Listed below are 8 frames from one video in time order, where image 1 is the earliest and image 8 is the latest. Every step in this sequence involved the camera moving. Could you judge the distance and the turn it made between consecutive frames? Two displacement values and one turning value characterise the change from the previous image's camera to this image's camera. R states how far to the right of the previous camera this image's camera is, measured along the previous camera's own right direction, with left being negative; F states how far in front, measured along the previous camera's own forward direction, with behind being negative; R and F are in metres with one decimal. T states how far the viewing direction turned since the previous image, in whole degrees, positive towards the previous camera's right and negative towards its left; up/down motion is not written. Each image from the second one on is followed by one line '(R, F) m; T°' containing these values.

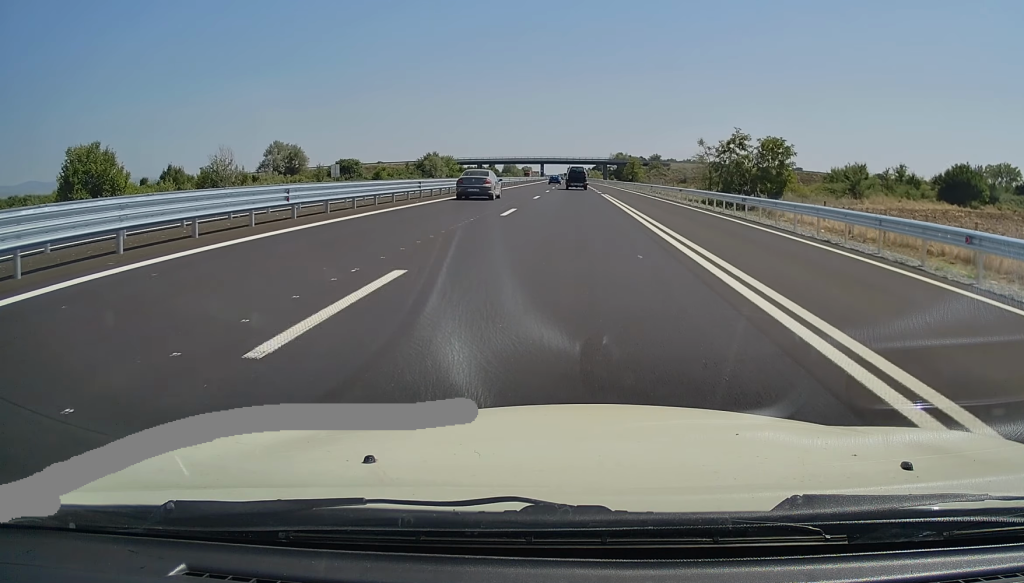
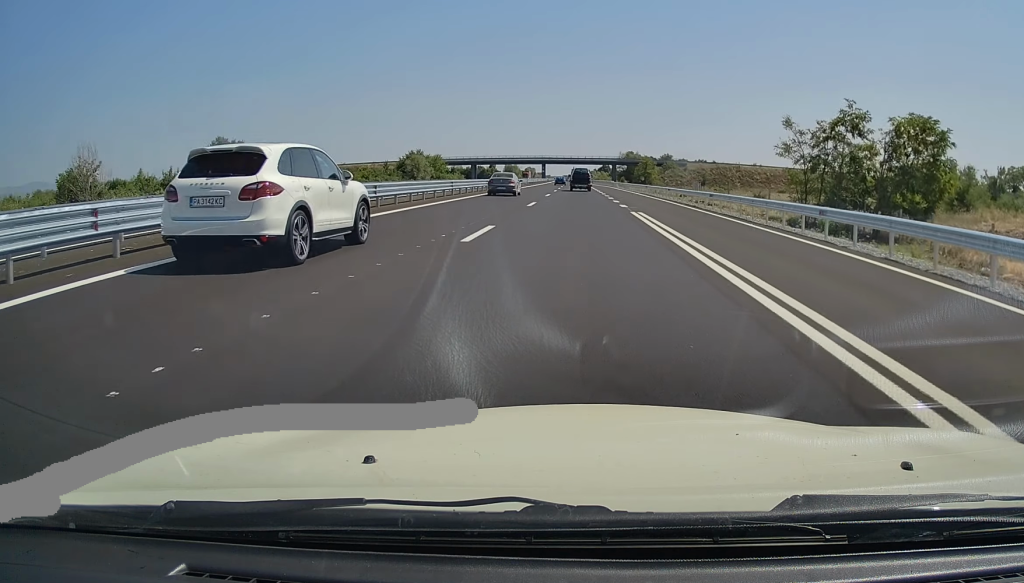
(+0.3, +24.3) m; 0°
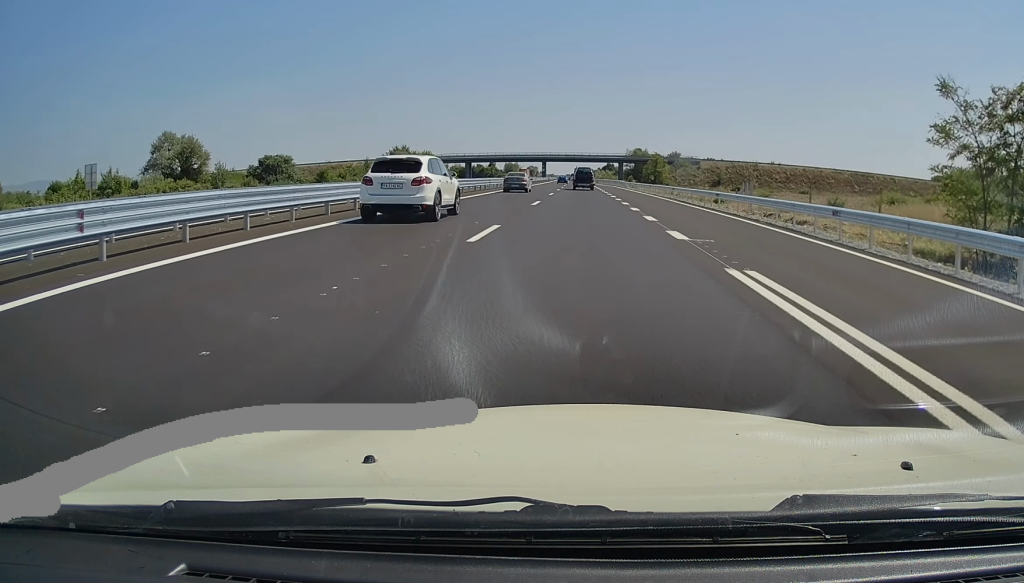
(-0.2, +16.5) m; -1°
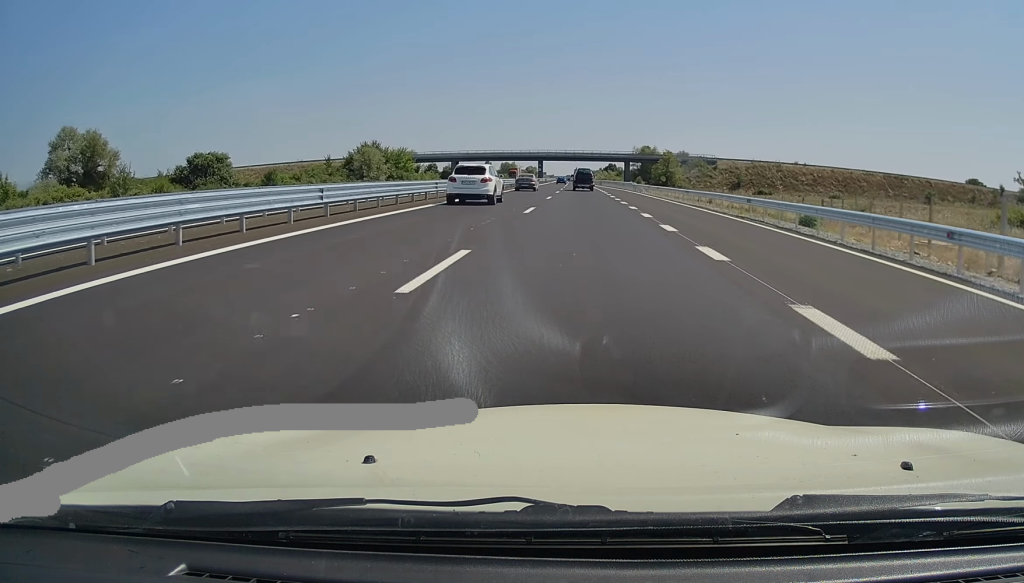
(-0.1, +21.7) m; 0°
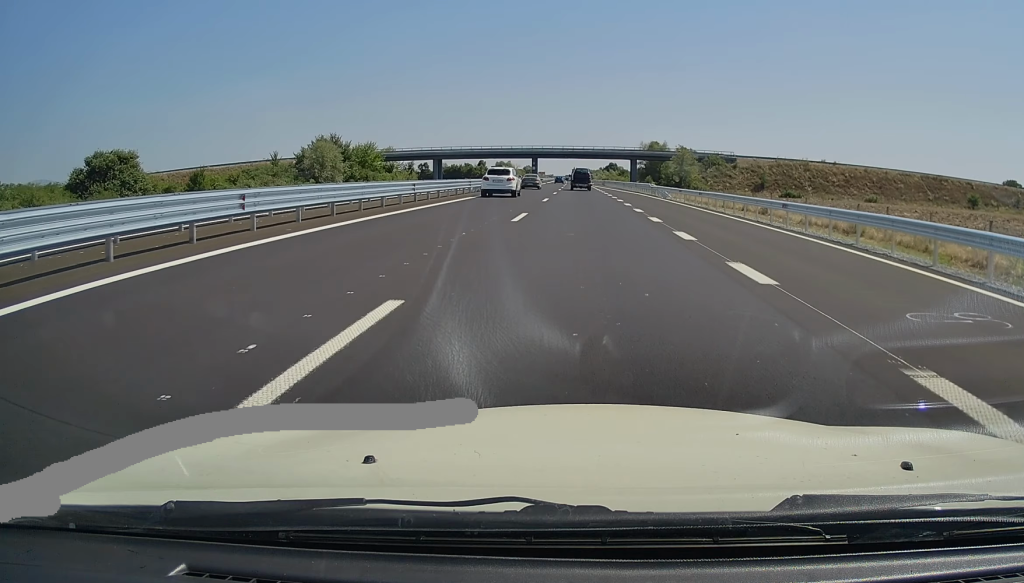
(0.0, +20.8) m; 0°
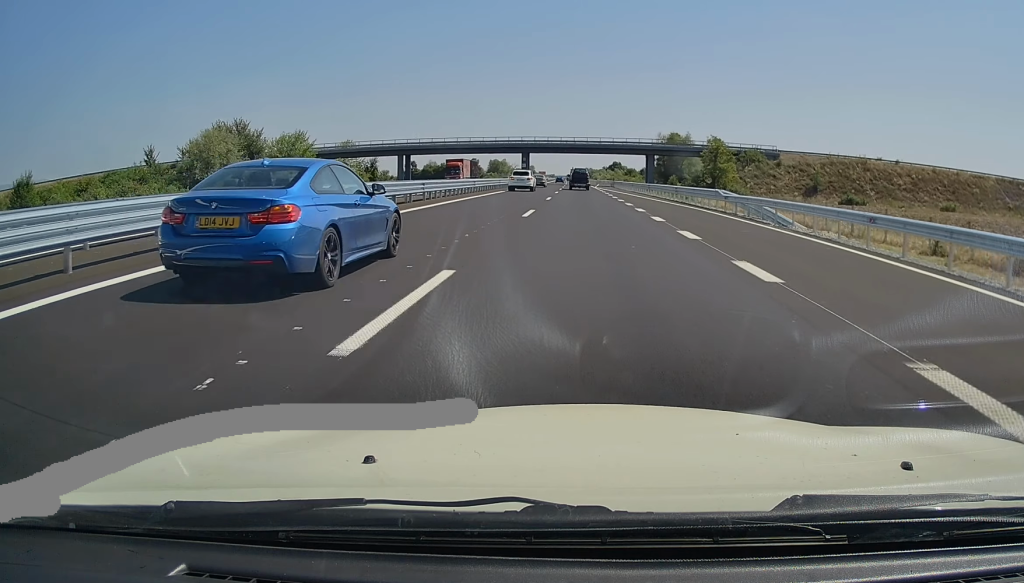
(0.0, +30.5) m; 0°
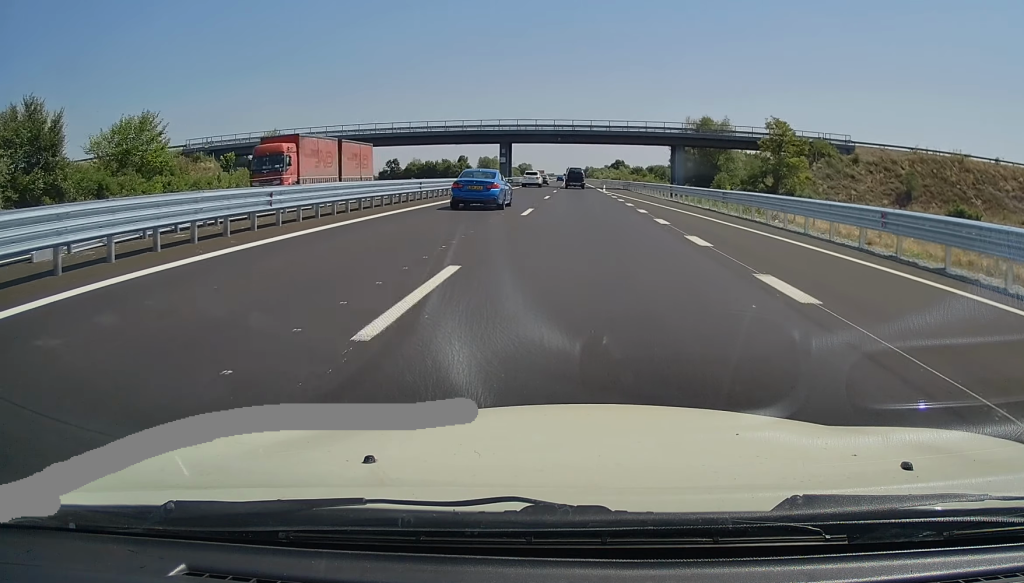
(0.0, +32.1) m; +1°
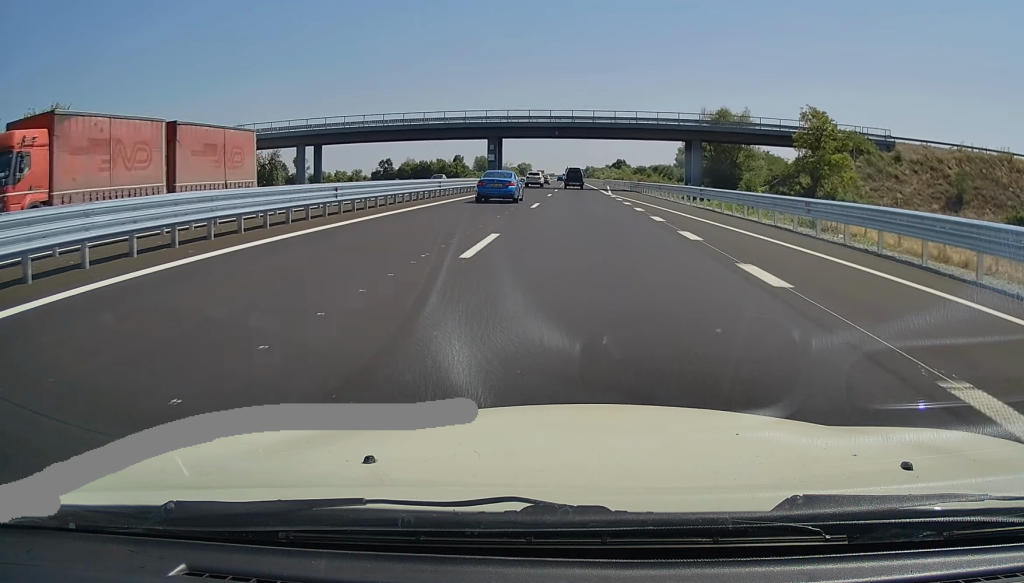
(0.0, +11.3) m; 0°
